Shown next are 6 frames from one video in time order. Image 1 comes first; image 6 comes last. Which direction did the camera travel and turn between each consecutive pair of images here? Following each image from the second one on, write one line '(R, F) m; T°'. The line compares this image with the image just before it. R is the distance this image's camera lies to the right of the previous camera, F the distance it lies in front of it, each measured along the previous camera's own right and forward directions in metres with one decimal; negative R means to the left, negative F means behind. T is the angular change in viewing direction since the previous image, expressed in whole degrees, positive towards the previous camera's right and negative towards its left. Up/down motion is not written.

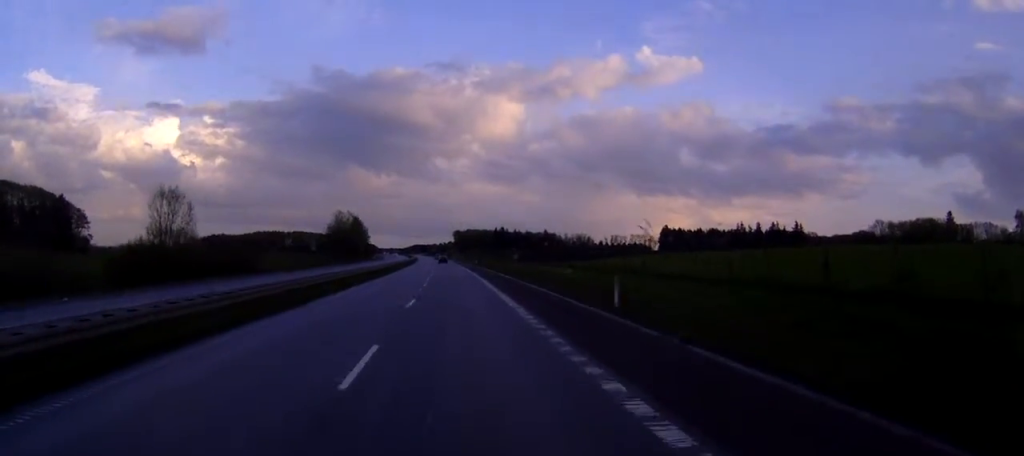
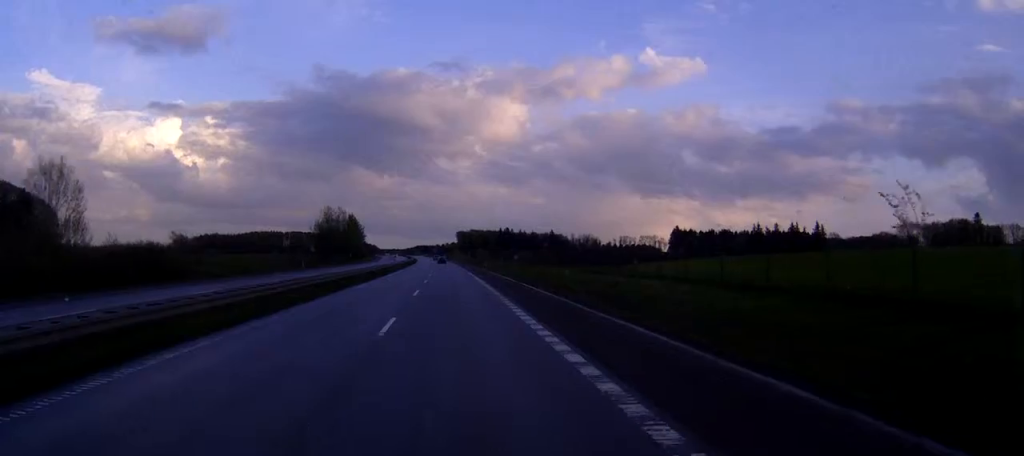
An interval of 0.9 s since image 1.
(0.0, +23.8) m; 0°
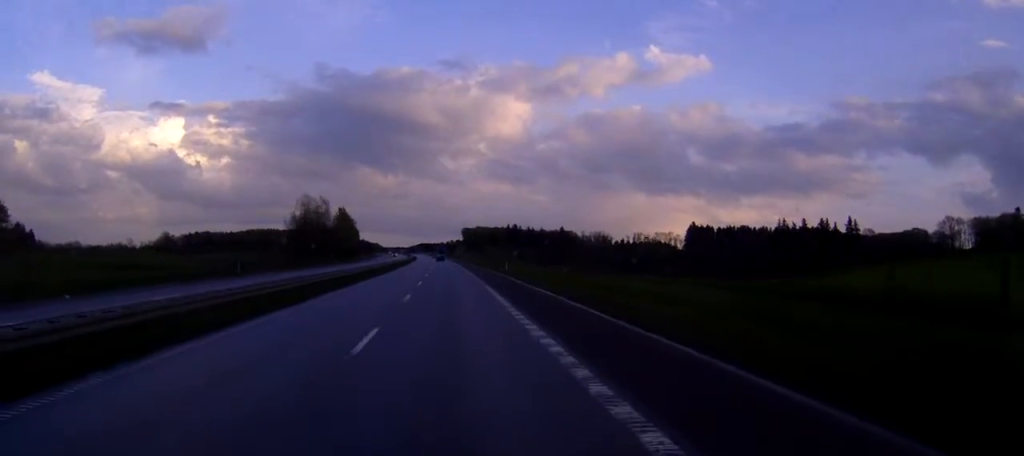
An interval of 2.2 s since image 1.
(-0.2, +33.1) m; -1°
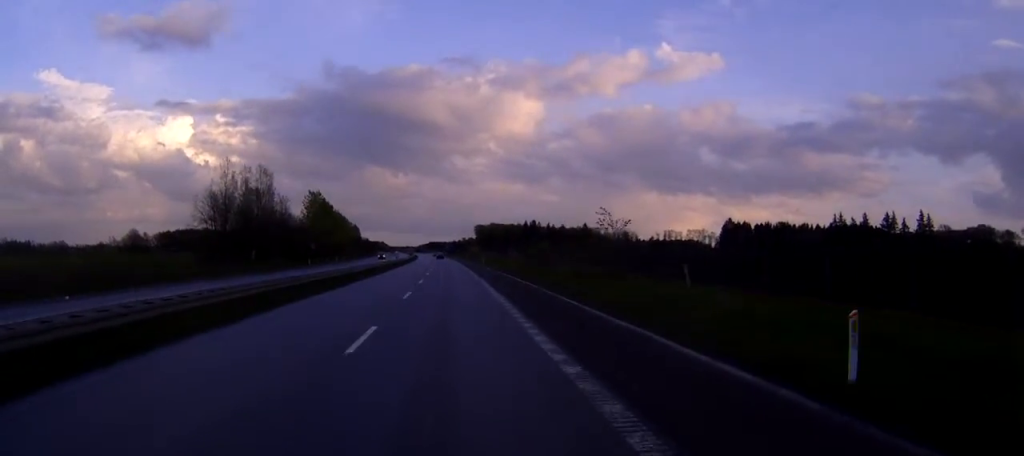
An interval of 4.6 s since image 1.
(-0.5, +60.3) m; -1°
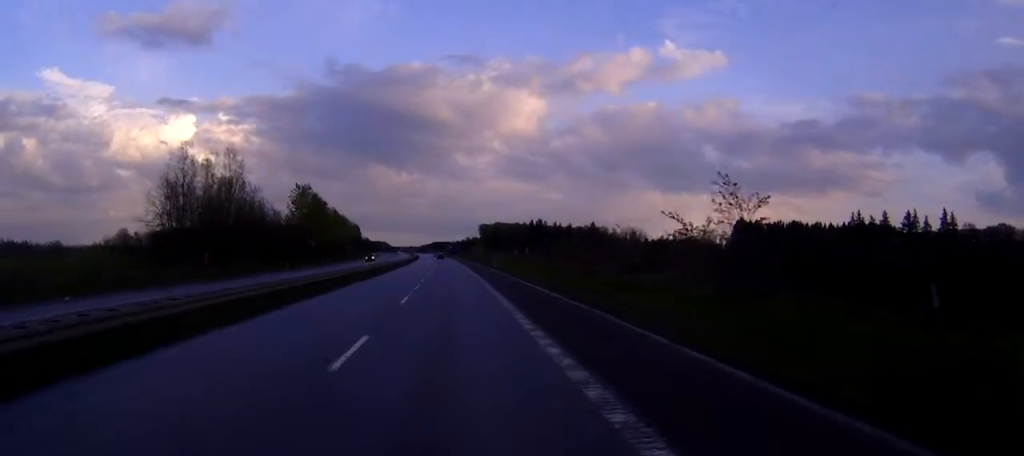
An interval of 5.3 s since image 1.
(-0.1, +17.0) m; 0°
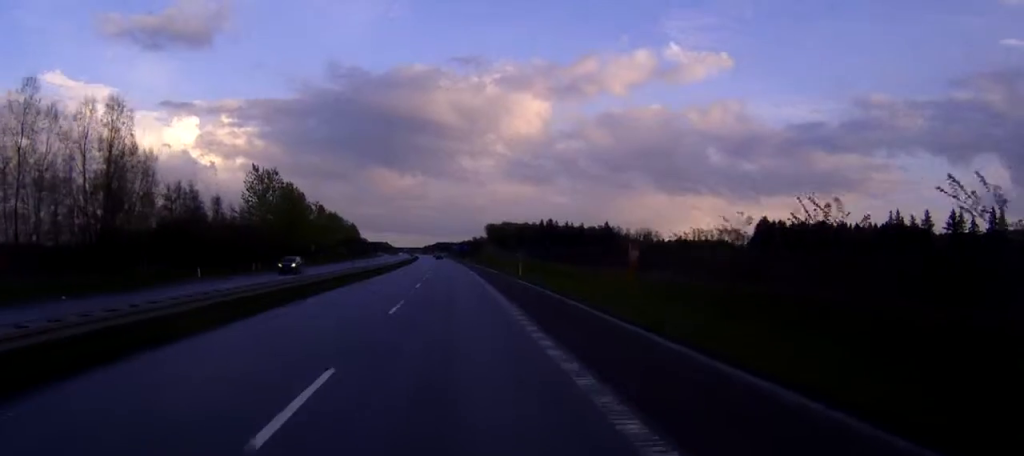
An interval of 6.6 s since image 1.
(-0.1, +34.7) m; 0°
